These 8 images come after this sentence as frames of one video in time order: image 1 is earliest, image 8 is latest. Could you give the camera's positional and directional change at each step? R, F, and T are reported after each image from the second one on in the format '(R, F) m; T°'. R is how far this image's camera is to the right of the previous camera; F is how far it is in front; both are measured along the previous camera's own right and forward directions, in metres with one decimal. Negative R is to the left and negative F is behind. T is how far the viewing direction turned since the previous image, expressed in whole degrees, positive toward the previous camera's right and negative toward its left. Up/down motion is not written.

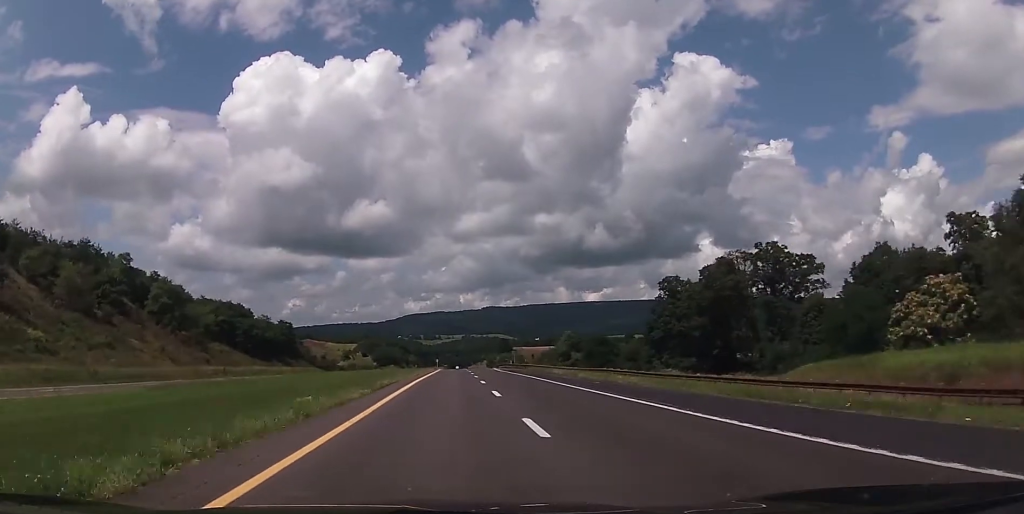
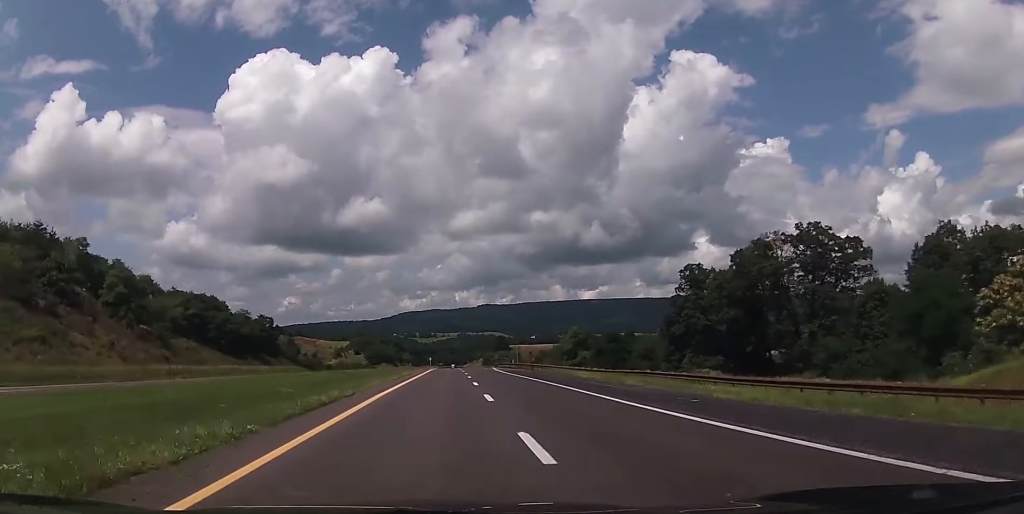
(+0.1, +14.7) m; 0°
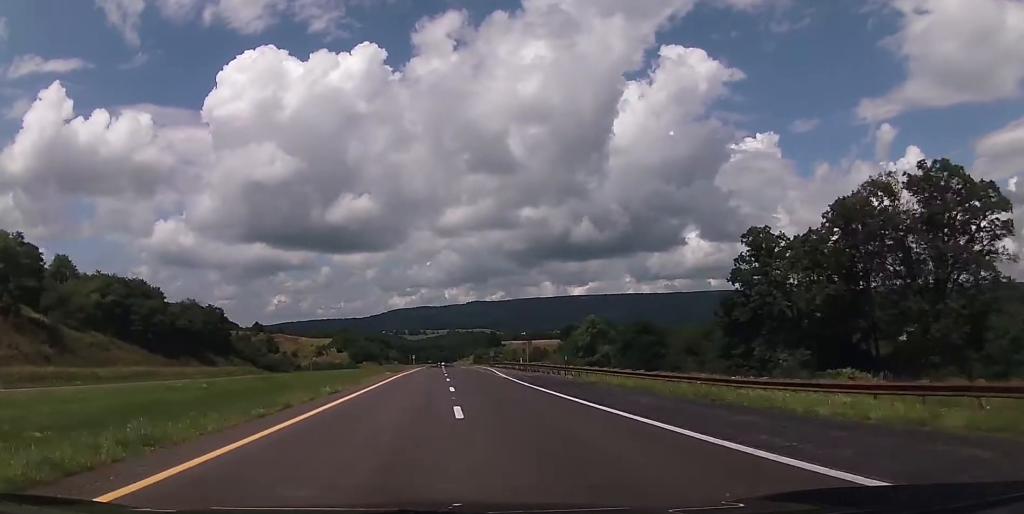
(+0.1, +29.5) m; 0°
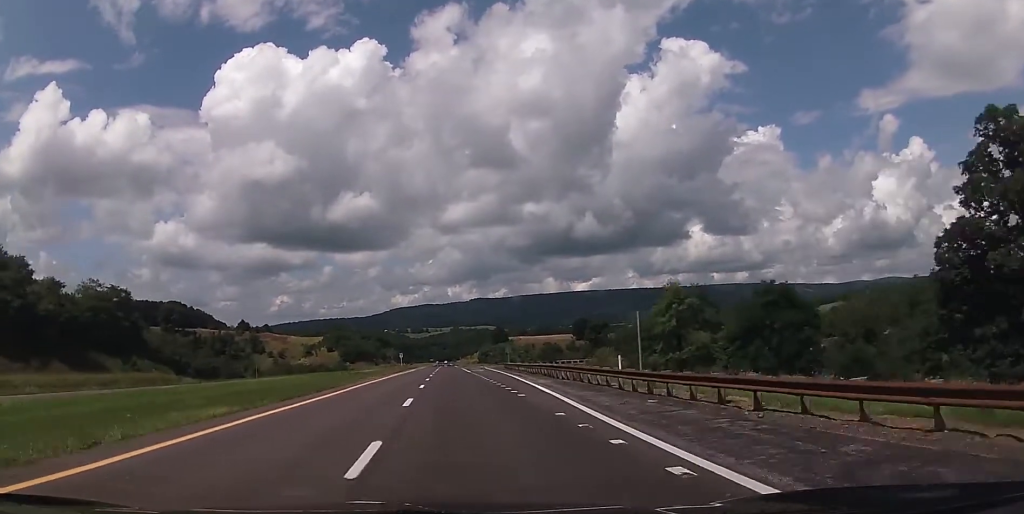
(+0.3, +43.0) m; 0°
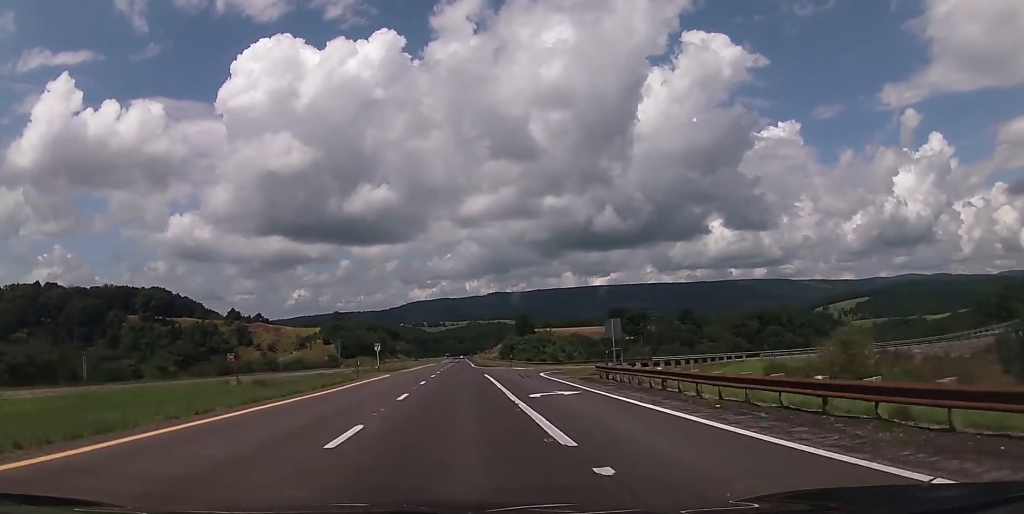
(-0.6, +57.8) m; -1°
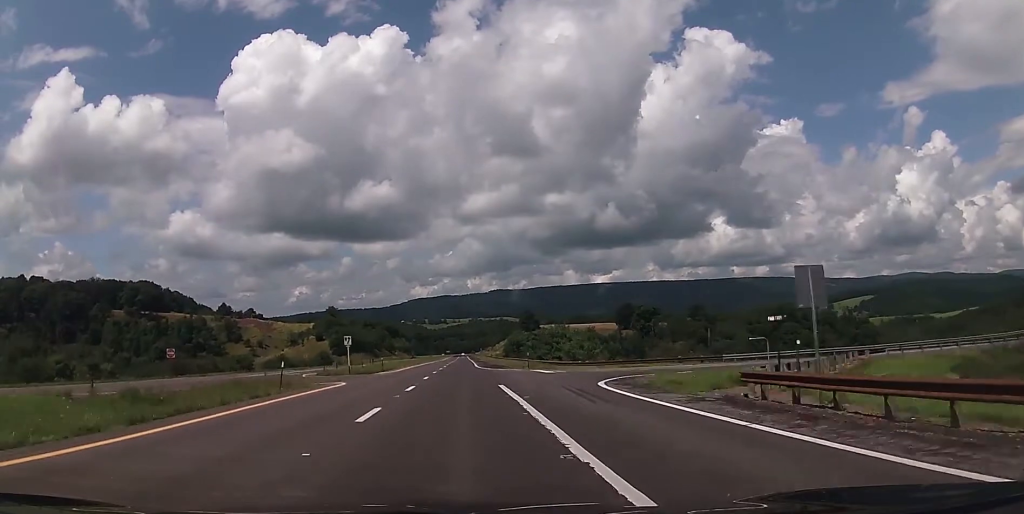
(0.0, +20.4) m; 0°
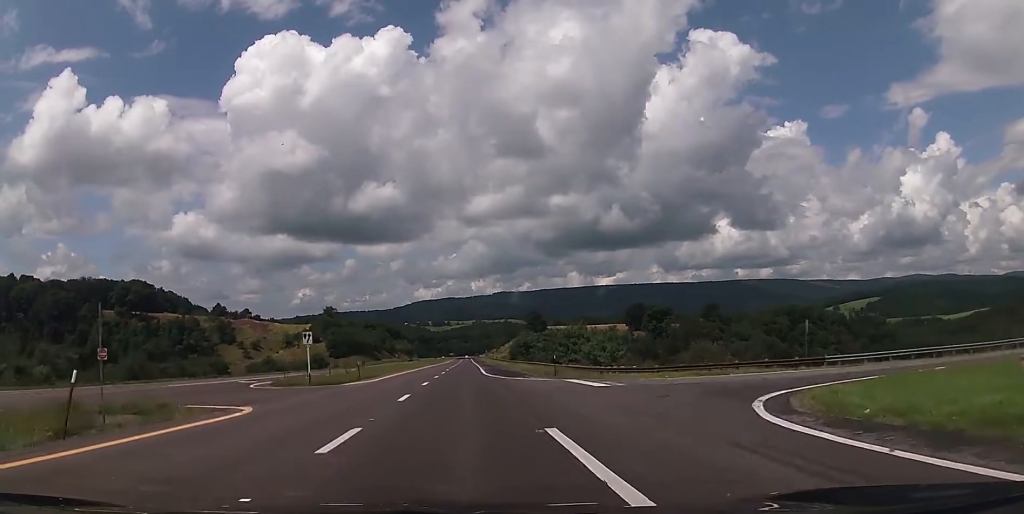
(-0.1, +15.9) m; 0°
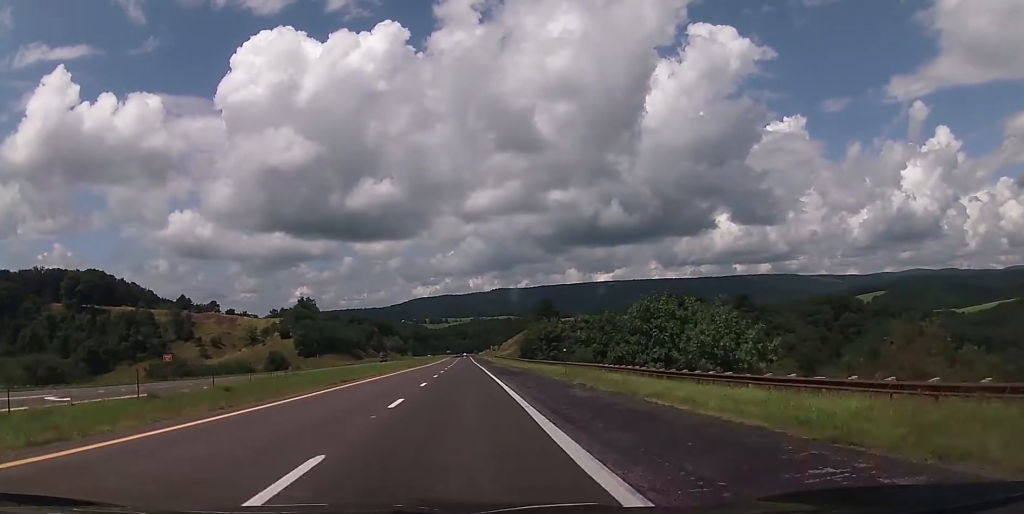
(-0.1, +51.9) m; 0°
